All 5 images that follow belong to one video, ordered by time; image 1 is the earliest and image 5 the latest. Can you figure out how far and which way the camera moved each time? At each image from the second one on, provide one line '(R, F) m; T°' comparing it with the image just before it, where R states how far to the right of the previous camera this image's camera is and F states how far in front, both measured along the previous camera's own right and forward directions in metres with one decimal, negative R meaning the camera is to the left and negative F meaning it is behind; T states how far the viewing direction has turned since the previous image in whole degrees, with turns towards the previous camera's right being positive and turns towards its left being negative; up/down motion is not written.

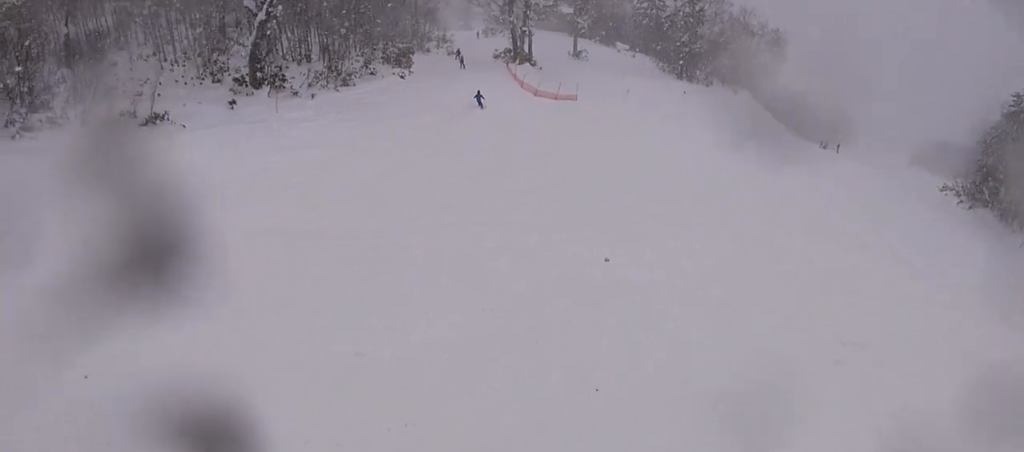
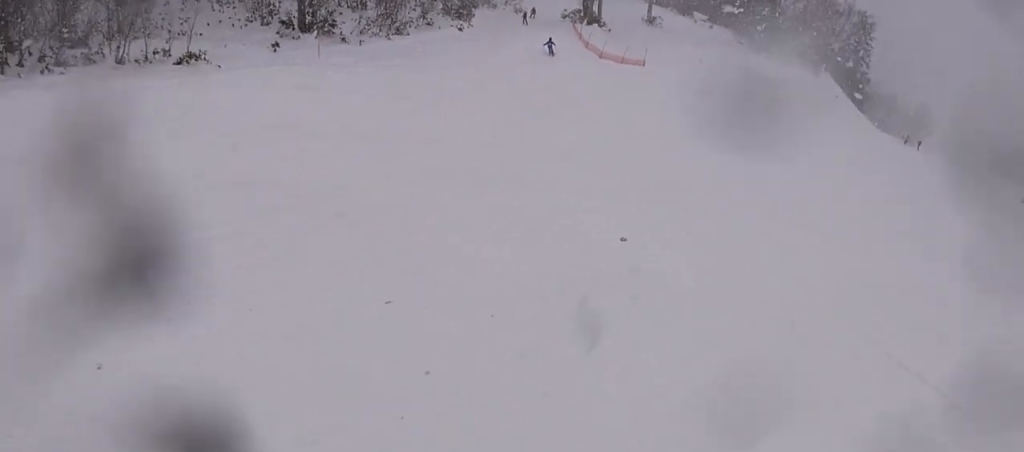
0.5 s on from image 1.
(-0.8, +1.9) m; -7°
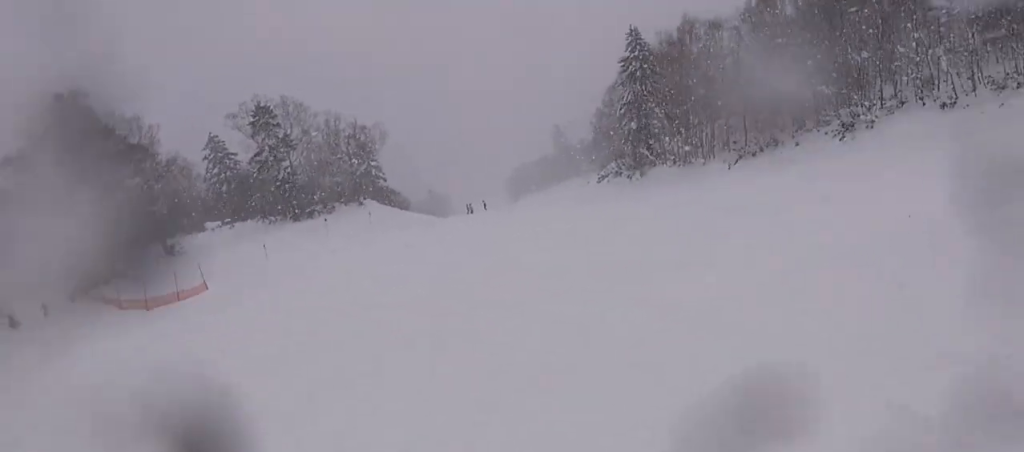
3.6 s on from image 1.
(+3.9, +13.3) m; +63°
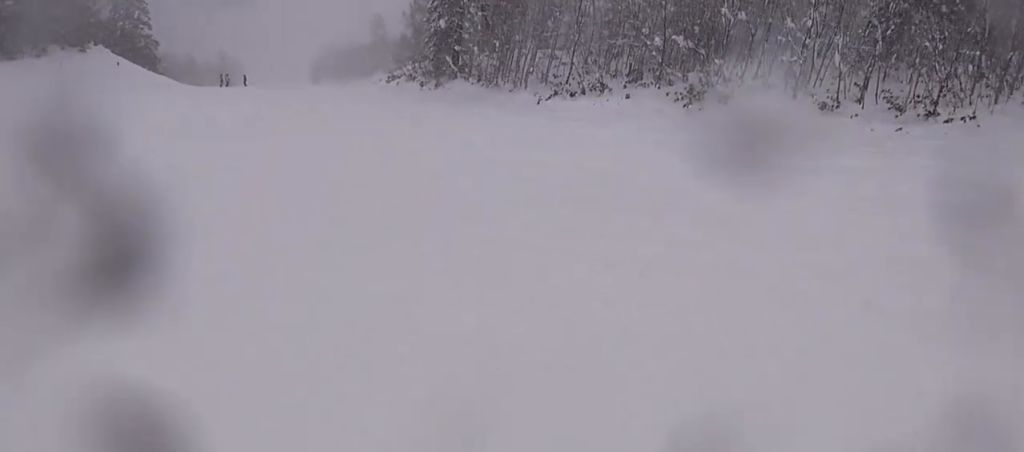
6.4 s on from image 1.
(+5.6, +11.6) m; +41°
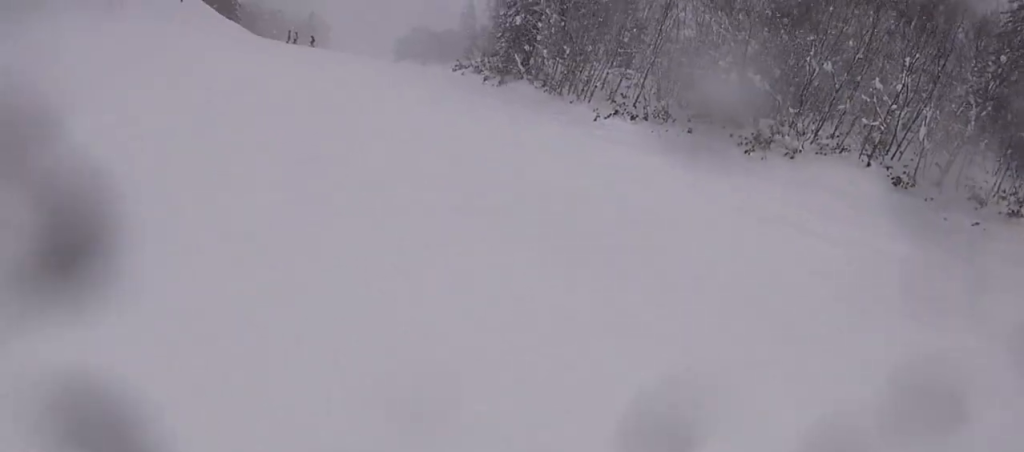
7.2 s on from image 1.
(-0.1, +3.6) m; -20°
